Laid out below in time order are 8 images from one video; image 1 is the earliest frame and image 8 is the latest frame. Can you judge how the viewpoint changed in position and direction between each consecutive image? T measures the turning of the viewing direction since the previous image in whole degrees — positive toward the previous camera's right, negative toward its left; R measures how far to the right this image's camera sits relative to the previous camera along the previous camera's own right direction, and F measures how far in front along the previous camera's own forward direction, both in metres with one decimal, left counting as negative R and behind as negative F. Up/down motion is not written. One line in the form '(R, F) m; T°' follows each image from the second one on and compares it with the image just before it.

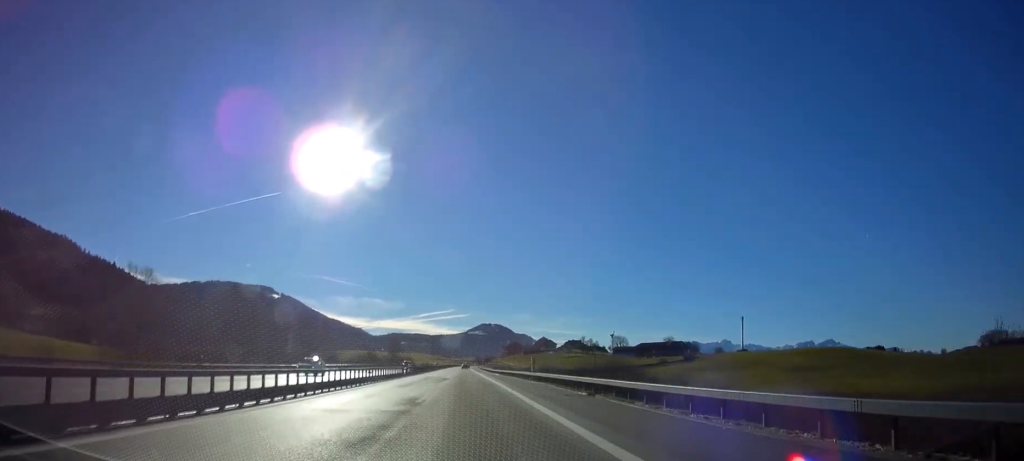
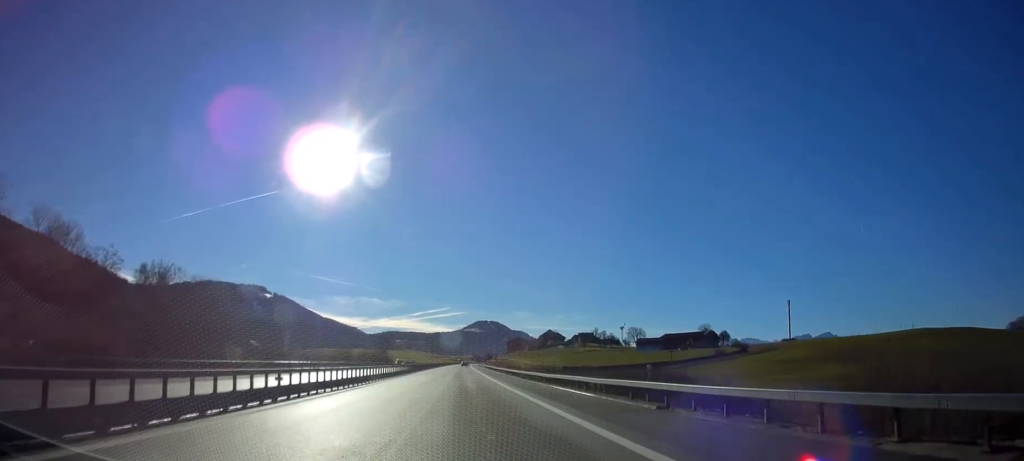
(0.0, +68.8) m; 0°
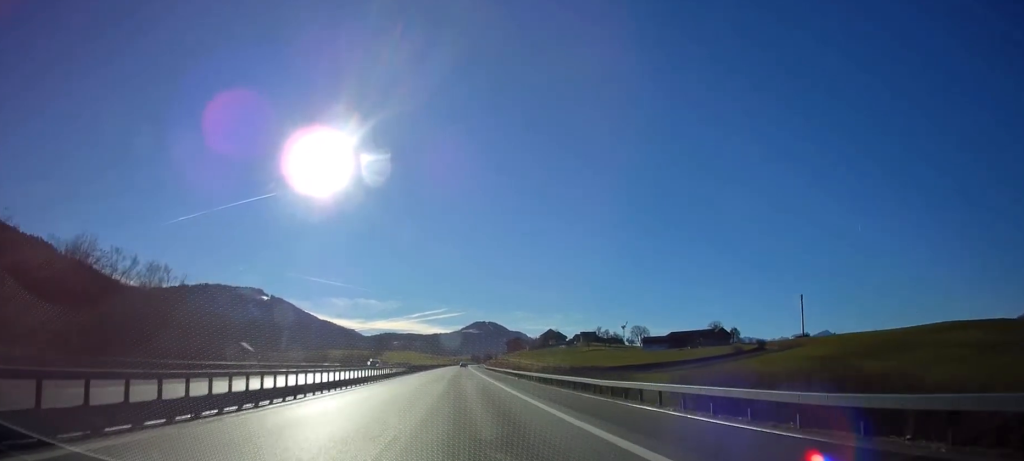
(0.0, +18.0) m; 0°
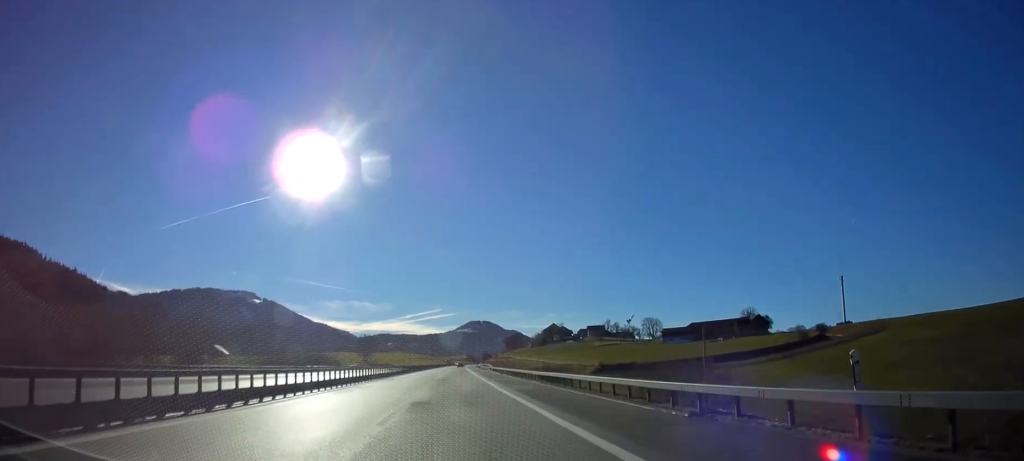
(+0.1, +46.2) m; 0°
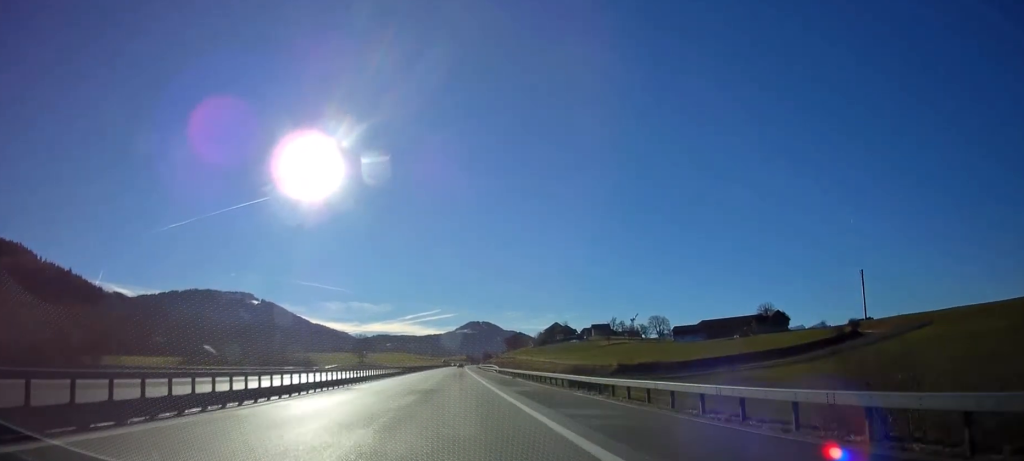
(0.0, +19.2) m; 0°
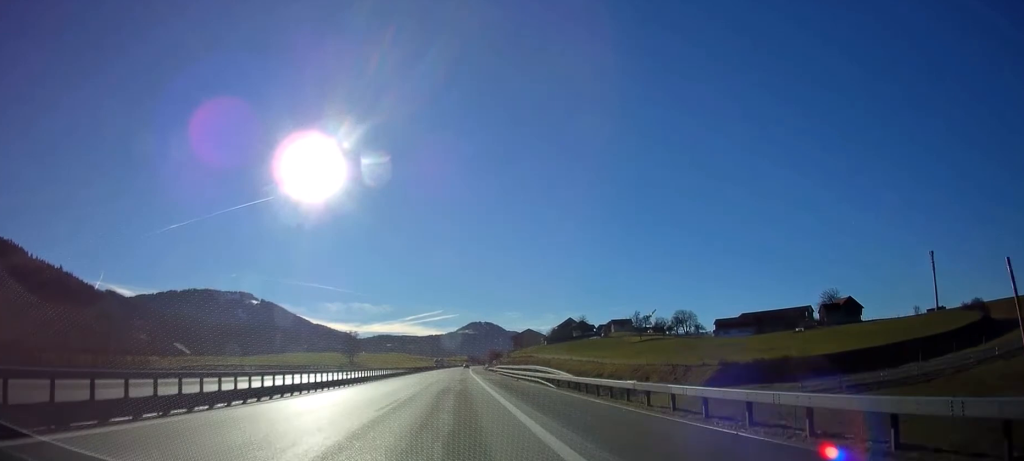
(0.0, +50.7) m; 0°
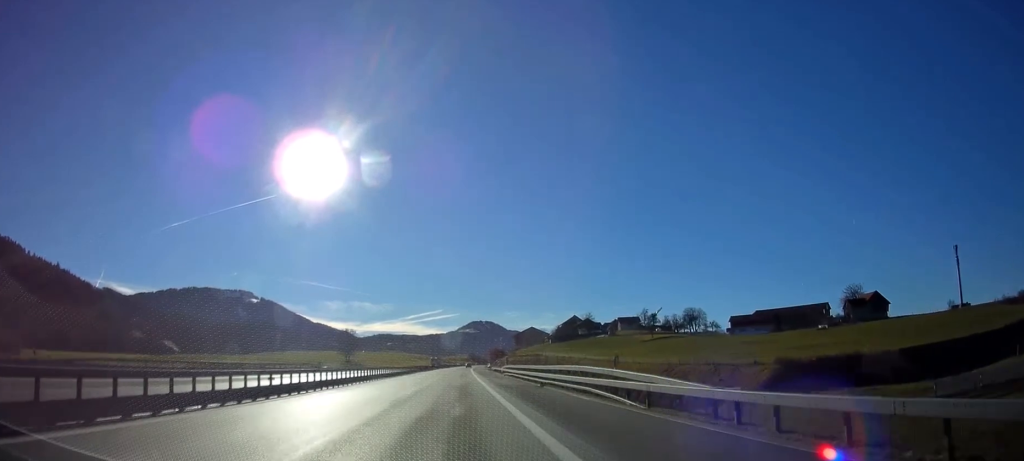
(0.0, +14.6) m; 0°
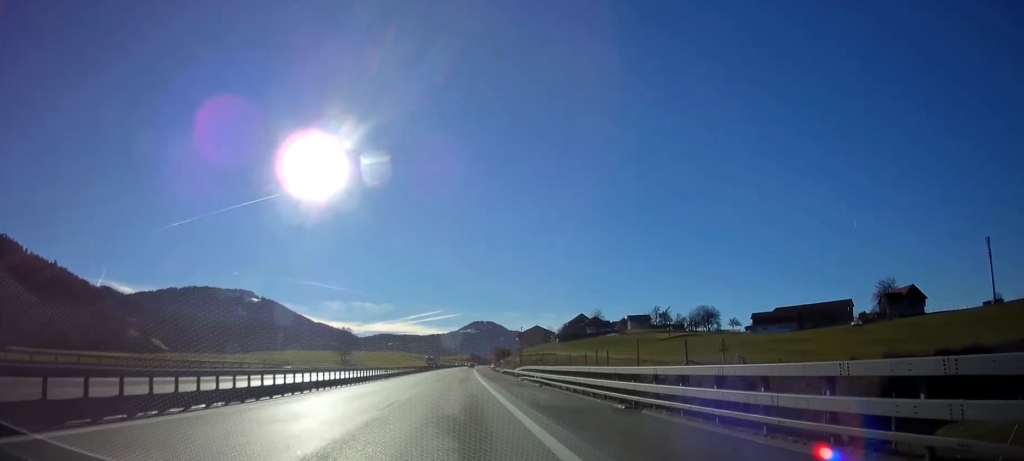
(0.0, +19.1) m; 0°
